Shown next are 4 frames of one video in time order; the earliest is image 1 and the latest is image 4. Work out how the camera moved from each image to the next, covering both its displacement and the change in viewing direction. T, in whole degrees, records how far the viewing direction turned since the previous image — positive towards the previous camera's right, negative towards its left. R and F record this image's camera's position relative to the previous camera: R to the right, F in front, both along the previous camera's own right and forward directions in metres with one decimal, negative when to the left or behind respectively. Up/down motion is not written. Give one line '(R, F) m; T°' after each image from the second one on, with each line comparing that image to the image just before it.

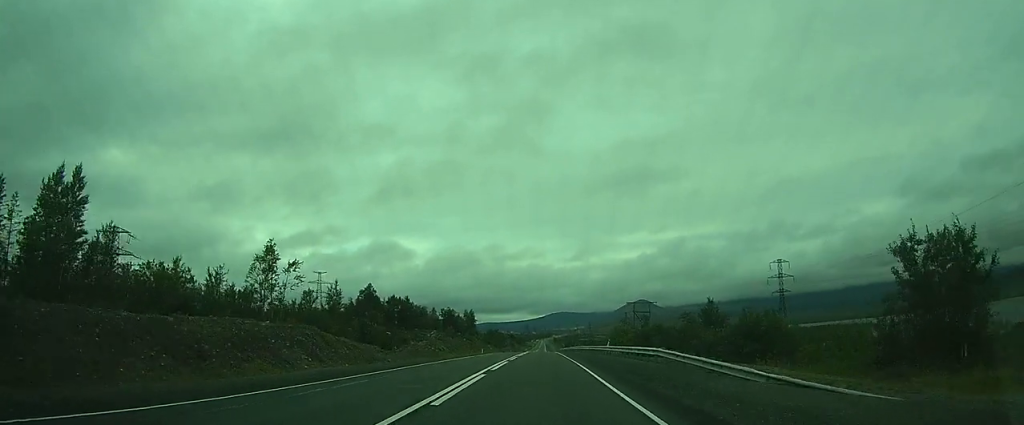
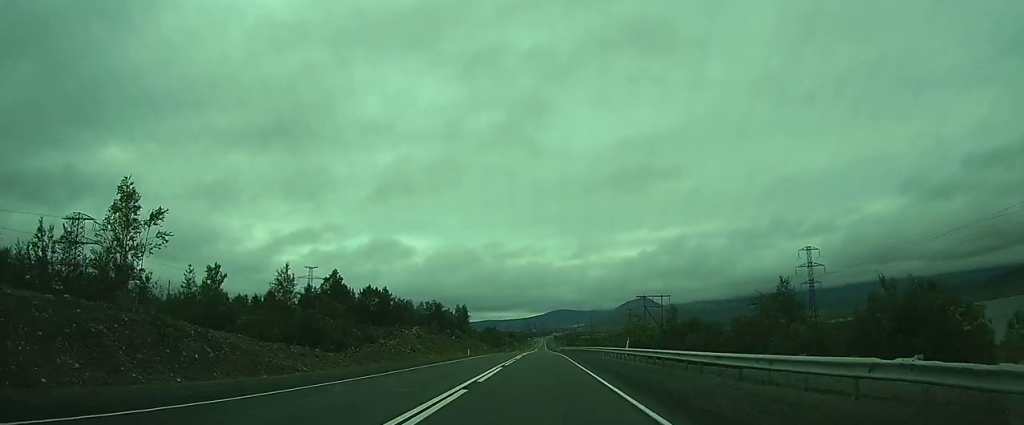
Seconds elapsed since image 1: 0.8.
(-0.1, +17.2) m; 0°
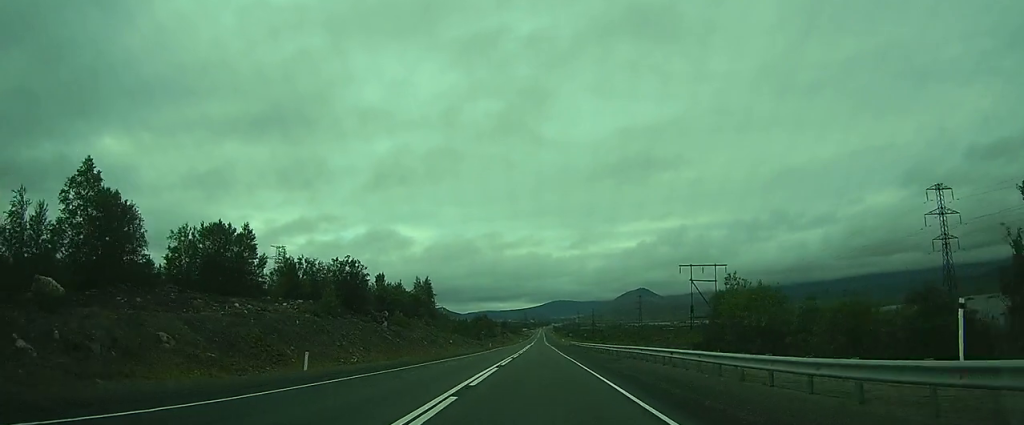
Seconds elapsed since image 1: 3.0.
(+0.3, +49.9) m; +1°
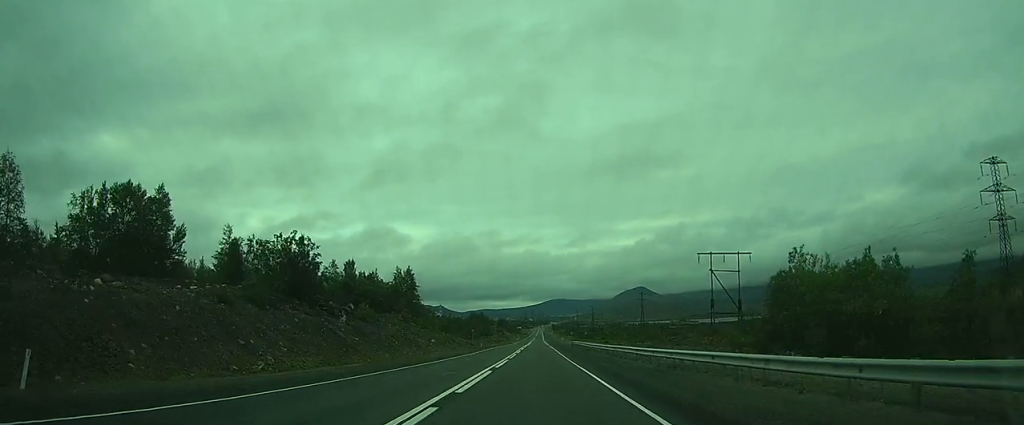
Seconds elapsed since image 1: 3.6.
(+0.1, +13.6) m; +1°
